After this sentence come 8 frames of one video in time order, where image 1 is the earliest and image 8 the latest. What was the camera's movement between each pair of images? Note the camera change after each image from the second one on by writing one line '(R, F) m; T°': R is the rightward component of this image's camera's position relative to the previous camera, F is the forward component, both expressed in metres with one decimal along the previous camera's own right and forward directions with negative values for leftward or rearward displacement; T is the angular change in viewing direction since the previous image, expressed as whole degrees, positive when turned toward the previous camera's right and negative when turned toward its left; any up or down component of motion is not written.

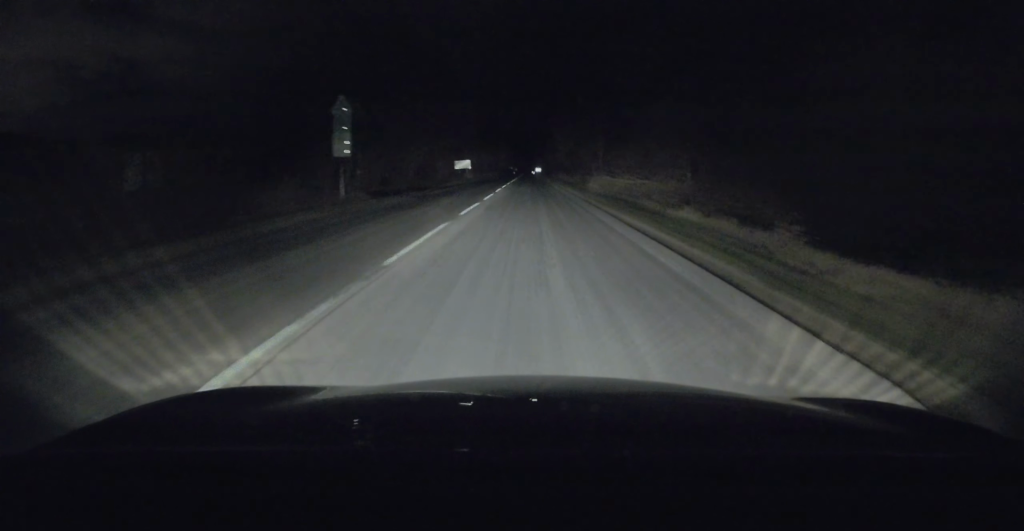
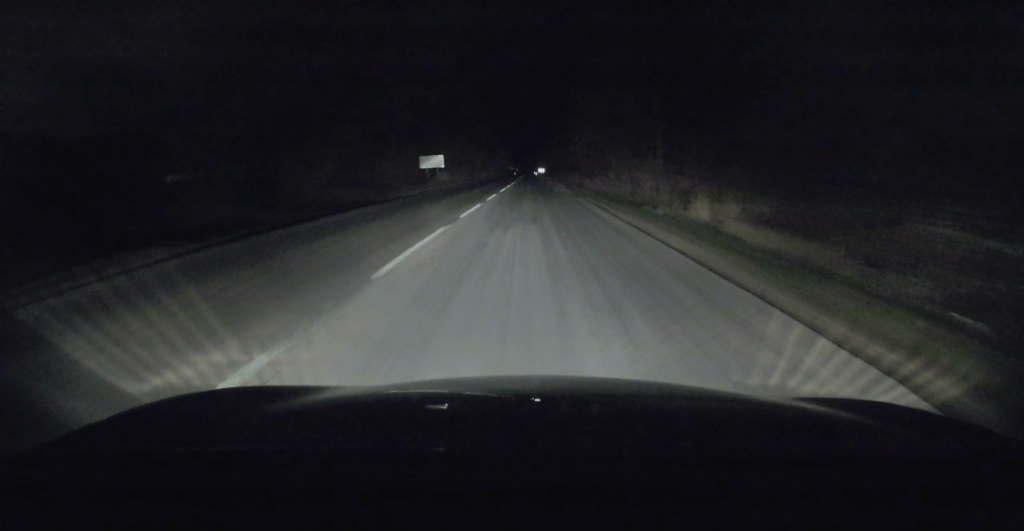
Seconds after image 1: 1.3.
(-0.1, +27.7) m; 0°
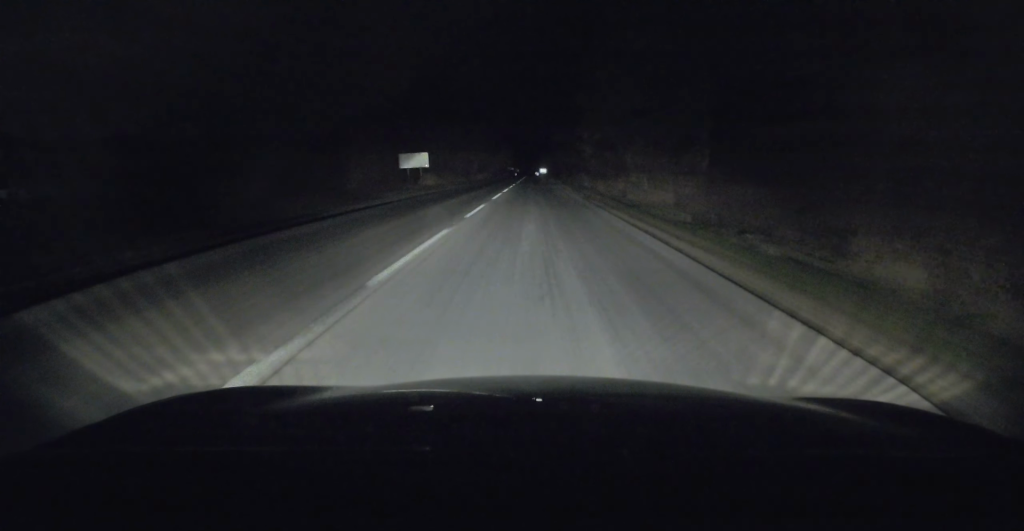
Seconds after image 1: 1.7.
(0.0, +9.3) m; 0°
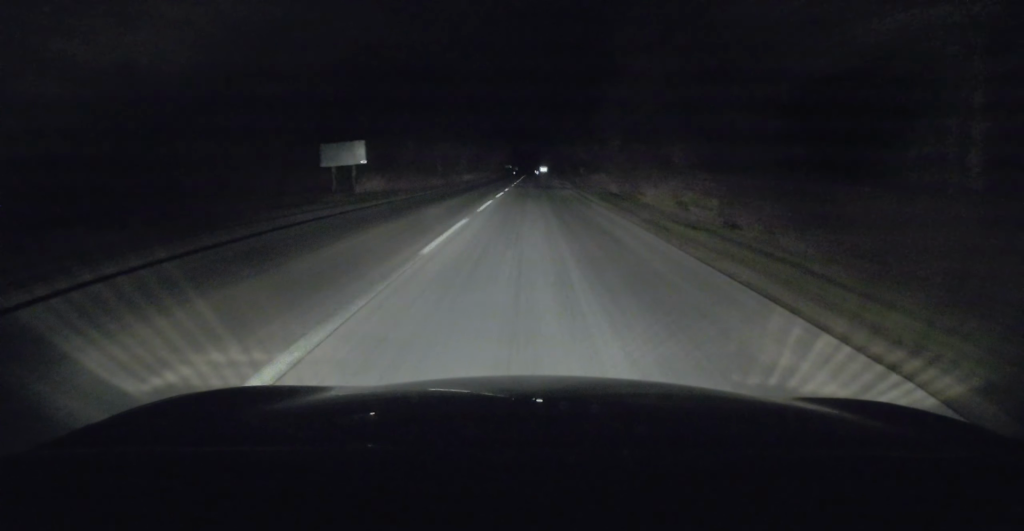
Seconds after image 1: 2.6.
(0.0, +17.7) m; 0°
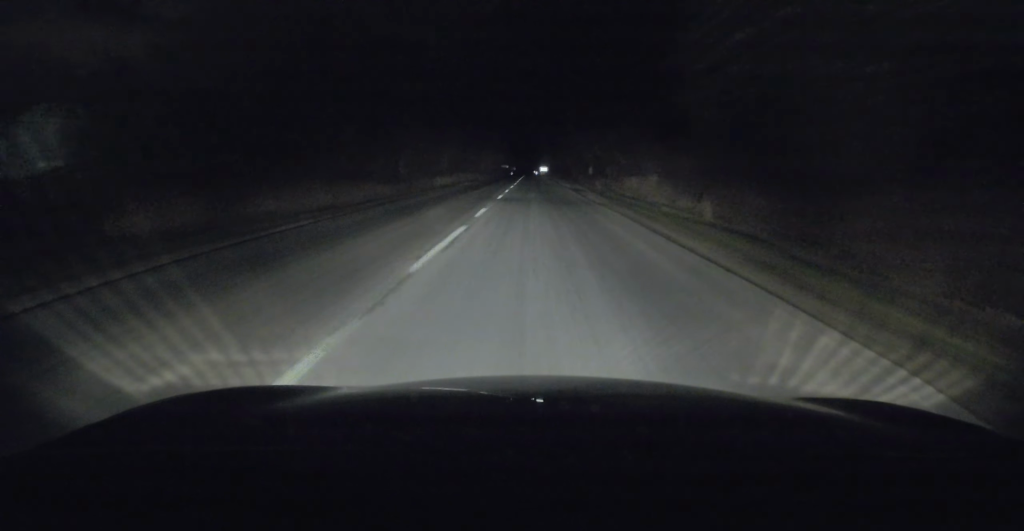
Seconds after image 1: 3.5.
(0.0, +19.6) m; 0°
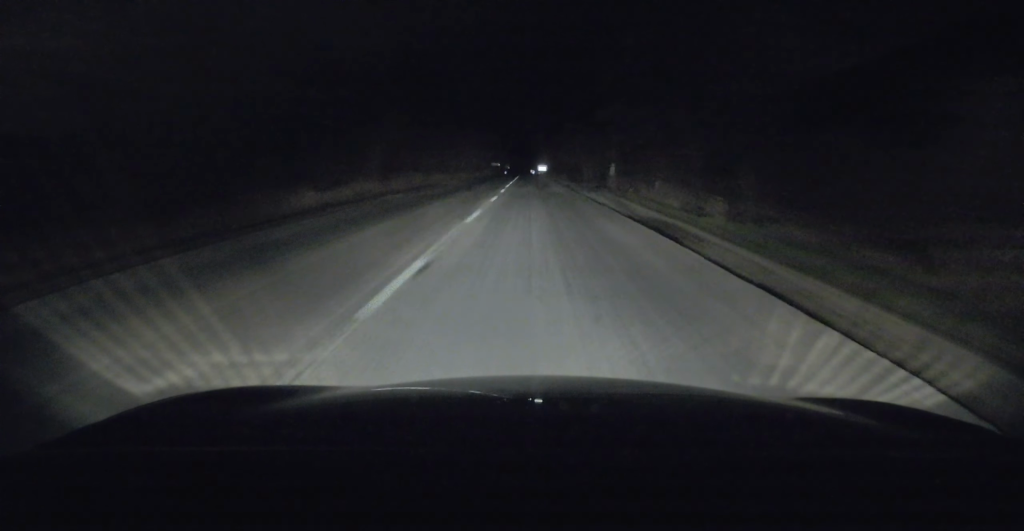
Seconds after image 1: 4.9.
(0.0, +29.2) m; 0°
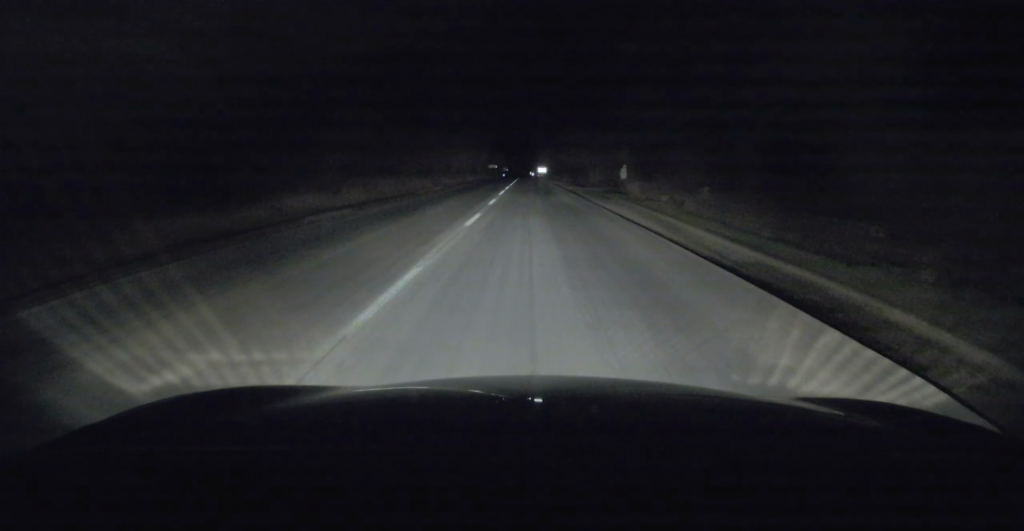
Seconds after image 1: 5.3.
(0.0, +9.0) m; 0°
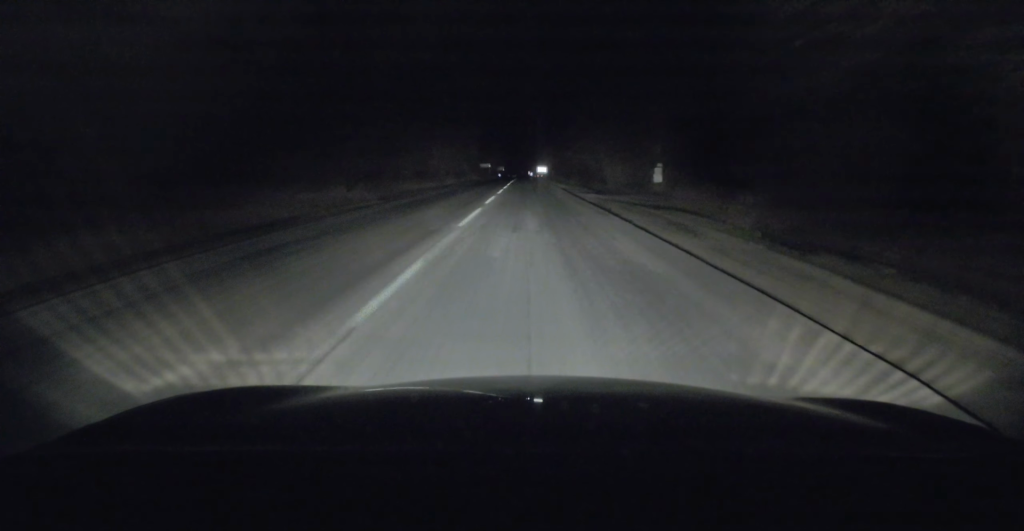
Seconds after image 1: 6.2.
(0.0, +17.4) m; +1°
